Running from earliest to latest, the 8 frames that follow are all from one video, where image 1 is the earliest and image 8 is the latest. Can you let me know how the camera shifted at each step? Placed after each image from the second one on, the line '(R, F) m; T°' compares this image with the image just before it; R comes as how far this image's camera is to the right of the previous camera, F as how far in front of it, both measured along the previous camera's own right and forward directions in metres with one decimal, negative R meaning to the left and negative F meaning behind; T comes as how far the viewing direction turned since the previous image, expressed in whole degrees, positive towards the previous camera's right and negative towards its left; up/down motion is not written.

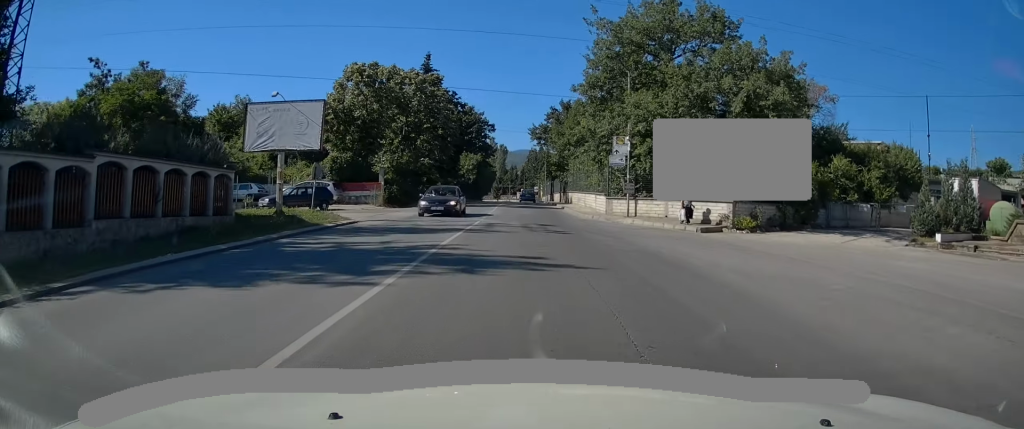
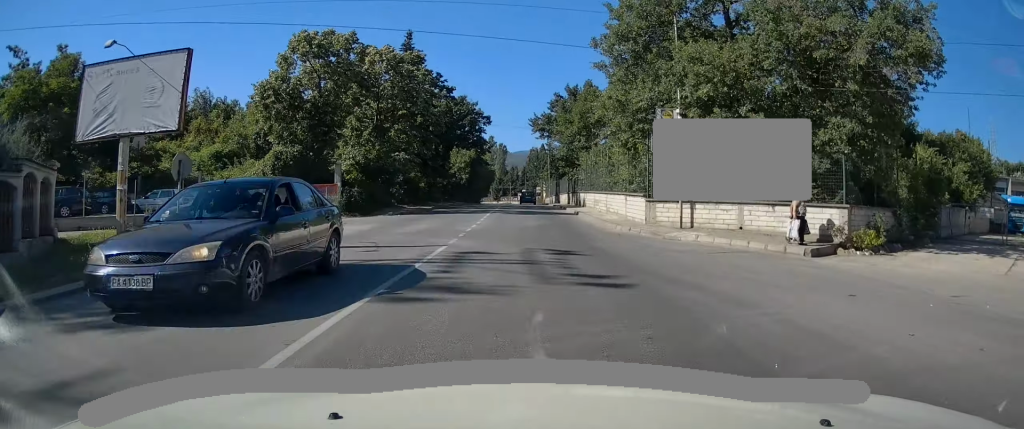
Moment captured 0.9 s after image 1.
(0.0, +10.2) m; -1°
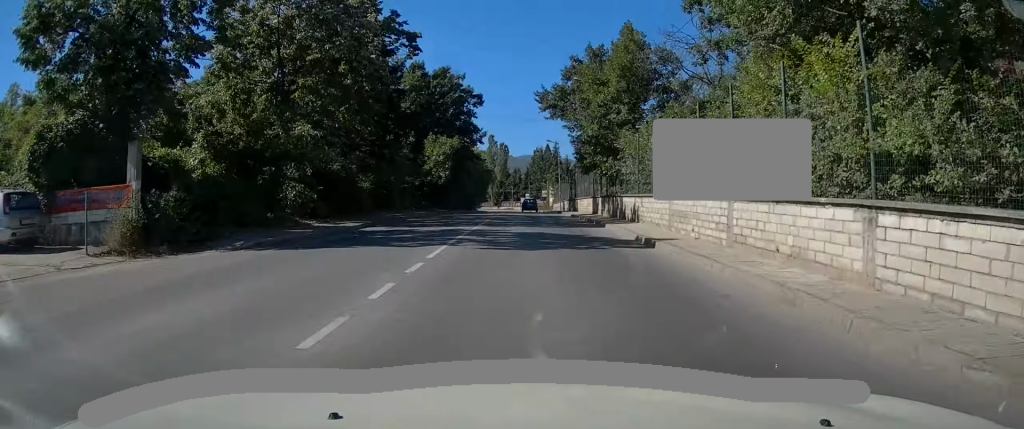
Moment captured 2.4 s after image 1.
(-0.3, +18.3) m; -1°
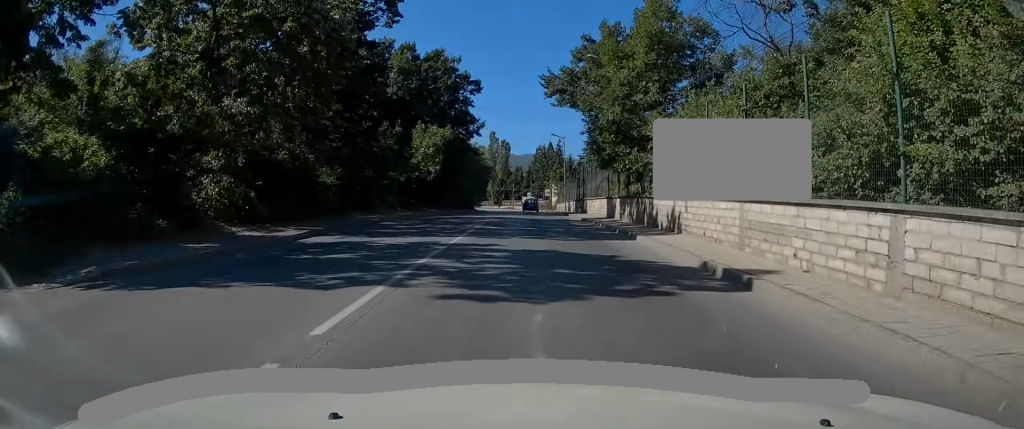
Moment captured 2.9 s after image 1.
(0.0, +6.0) m; 0°
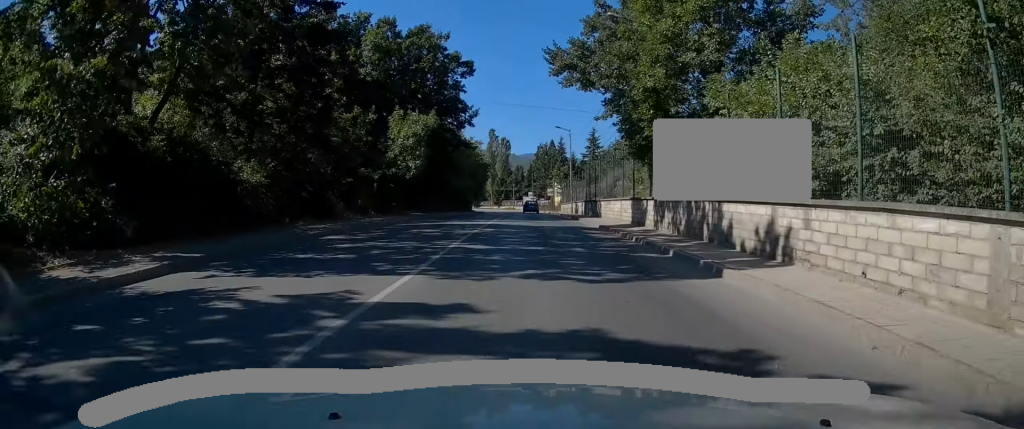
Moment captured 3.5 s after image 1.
(0.0, +7.1) m; 0°
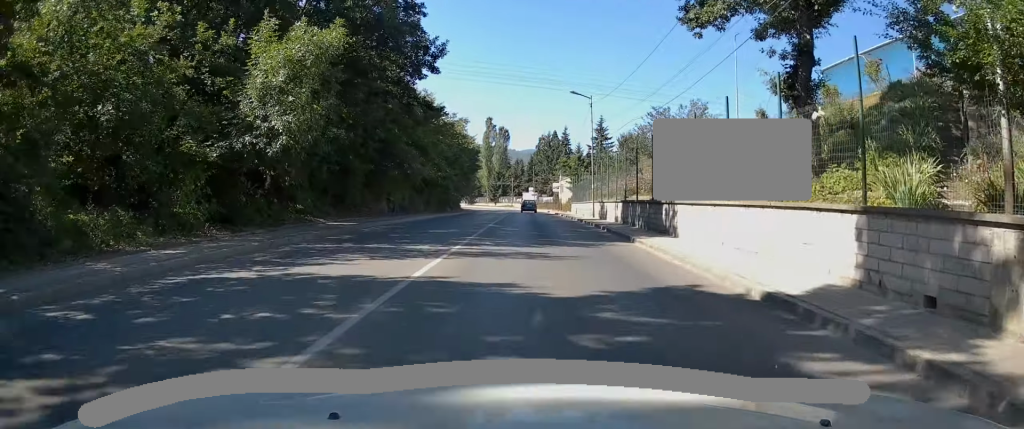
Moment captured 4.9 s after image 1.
(0.0, +16.9) m; 0°
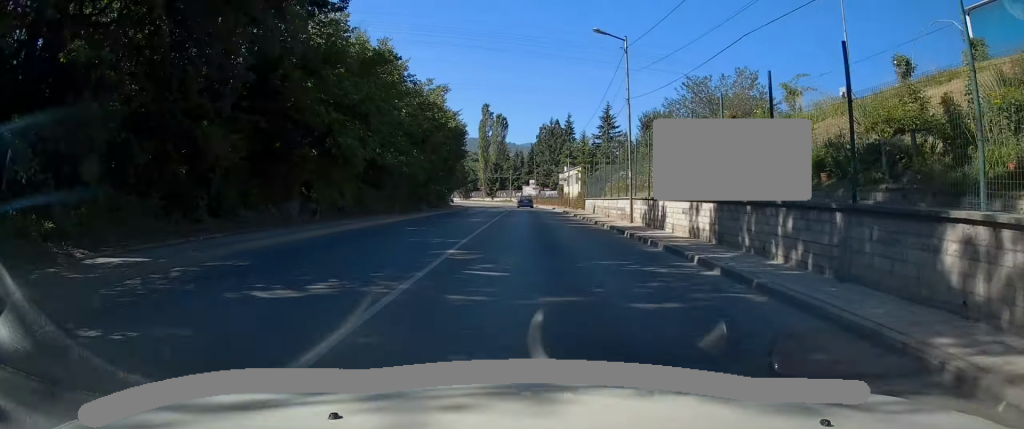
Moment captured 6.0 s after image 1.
(0.0, +13.5) m; 0°
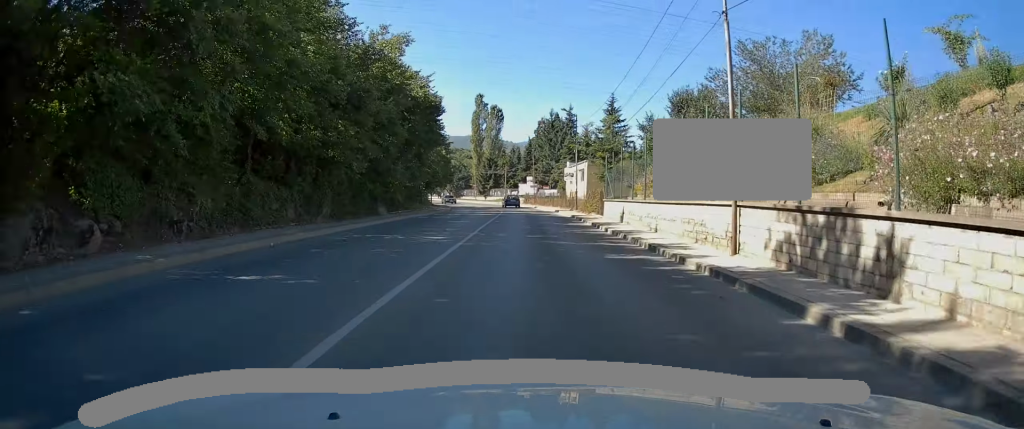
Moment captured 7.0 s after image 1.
(-0.1, +12.5) m; -1°
